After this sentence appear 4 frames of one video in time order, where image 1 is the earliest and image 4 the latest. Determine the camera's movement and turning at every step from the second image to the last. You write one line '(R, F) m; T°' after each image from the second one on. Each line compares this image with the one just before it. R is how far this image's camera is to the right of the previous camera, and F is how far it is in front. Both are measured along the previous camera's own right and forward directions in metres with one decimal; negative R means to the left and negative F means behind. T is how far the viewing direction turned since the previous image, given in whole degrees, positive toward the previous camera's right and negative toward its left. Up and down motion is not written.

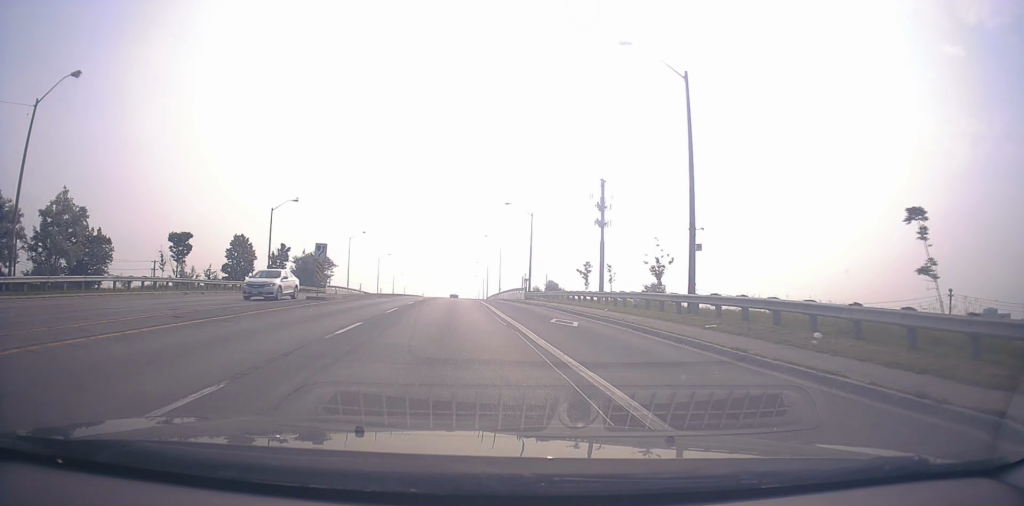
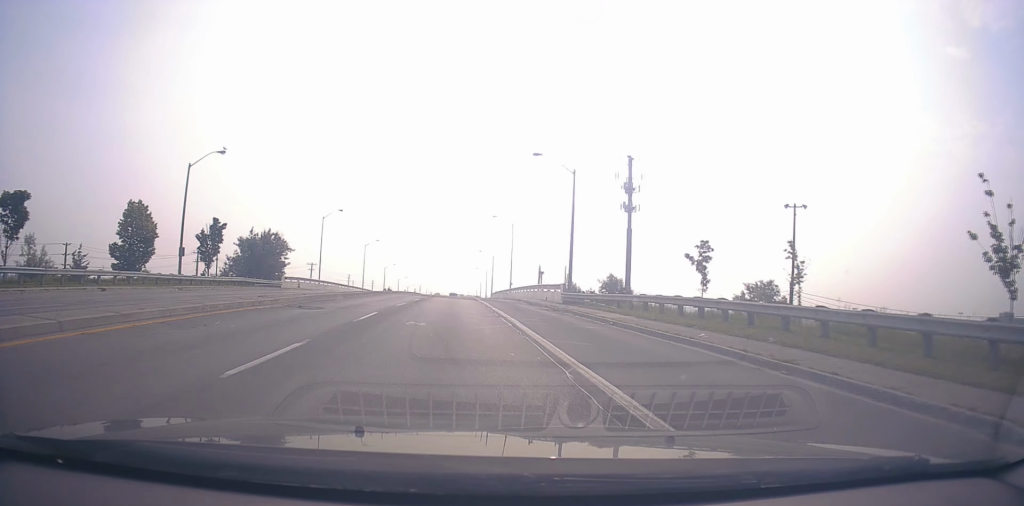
(-0.6, +23.4) m; -1°
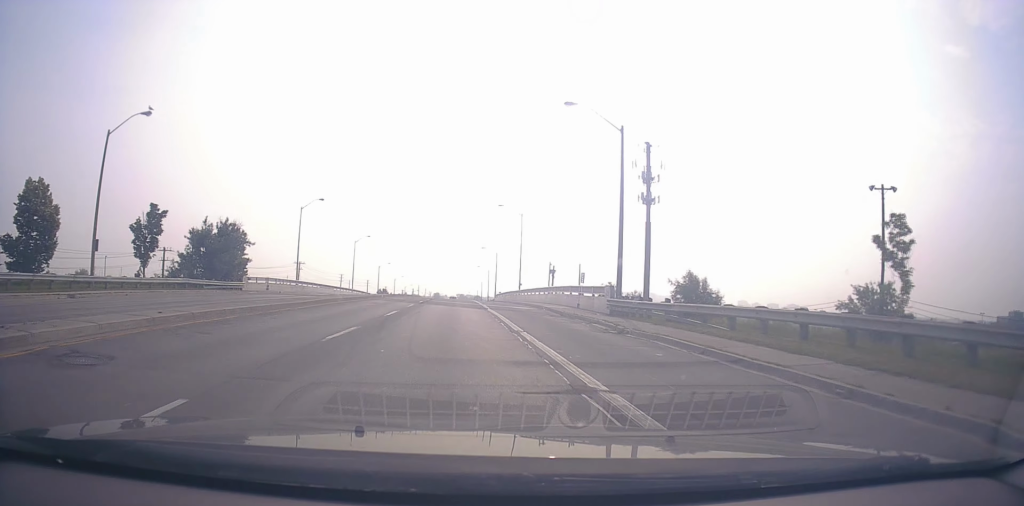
(-0.1, +12.9) m; +1°
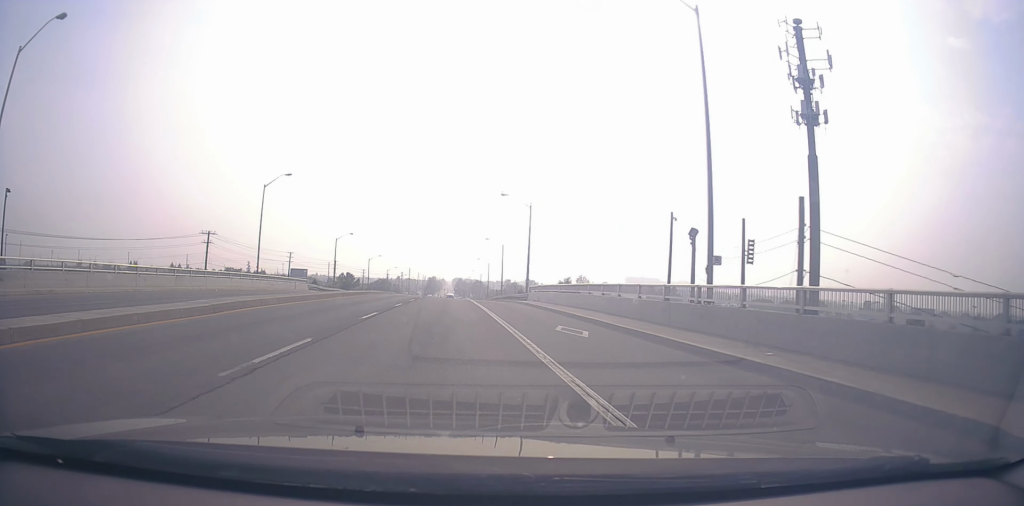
(+0.9, +56.9) m; +1°
